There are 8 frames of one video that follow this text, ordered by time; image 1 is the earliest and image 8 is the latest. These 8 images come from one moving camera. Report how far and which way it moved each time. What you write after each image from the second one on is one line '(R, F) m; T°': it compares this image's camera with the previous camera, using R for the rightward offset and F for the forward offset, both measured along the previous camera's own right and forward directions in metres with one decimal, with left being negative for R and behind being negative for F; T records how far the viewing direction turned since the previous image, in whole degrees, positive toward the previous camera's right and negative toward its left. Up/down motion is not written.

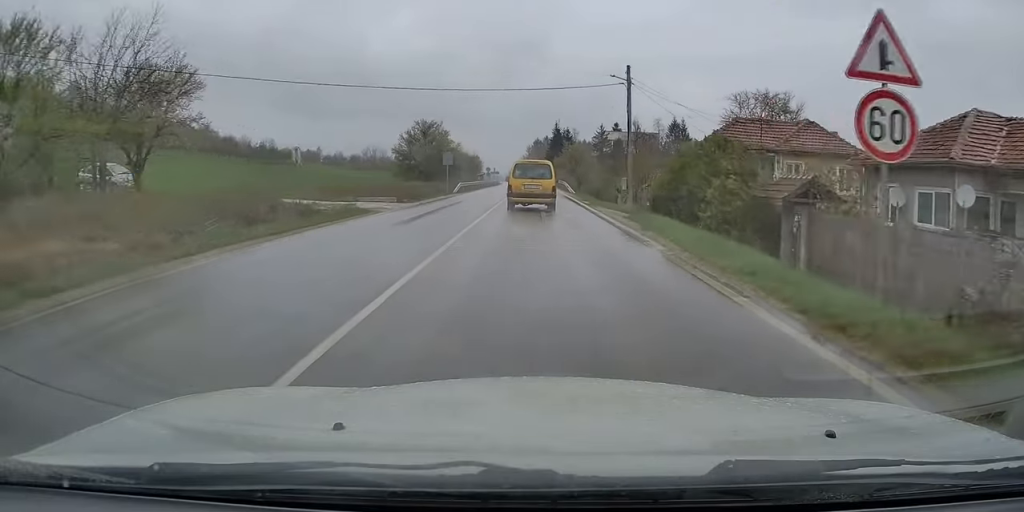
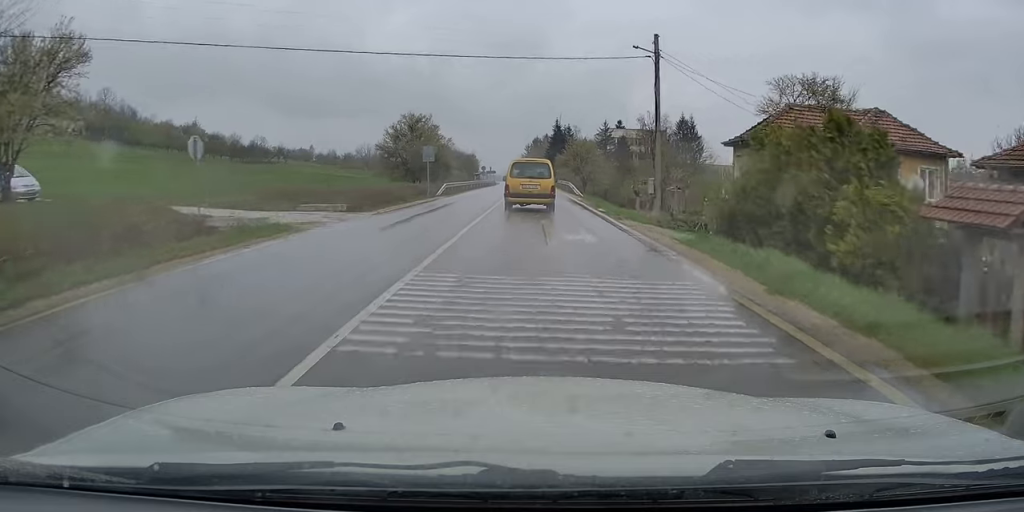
(+0.2, +8.5) m; 0°
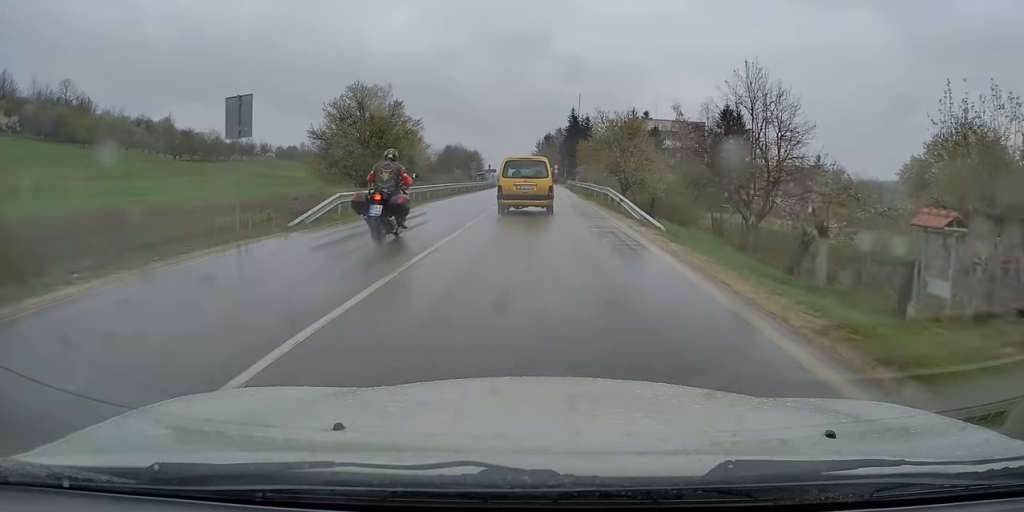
(-0.7, +25.1) m; -2°
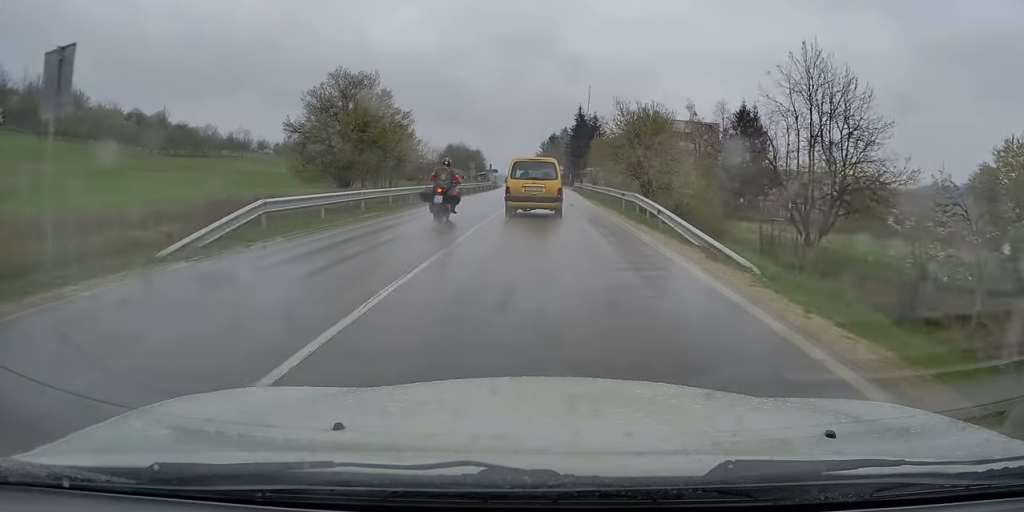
(-0.1, +6.2) m; 0°
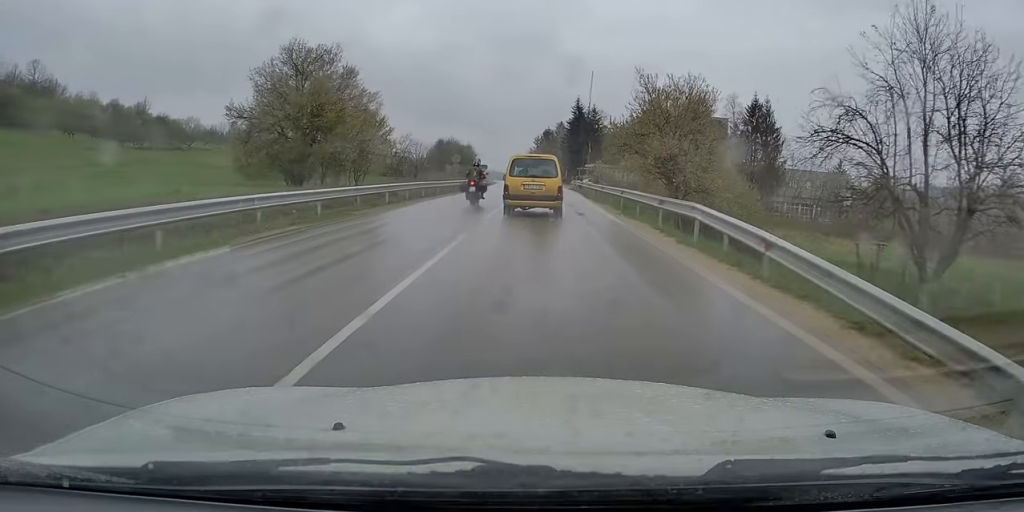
(+0.1, +8.2) m; 0°
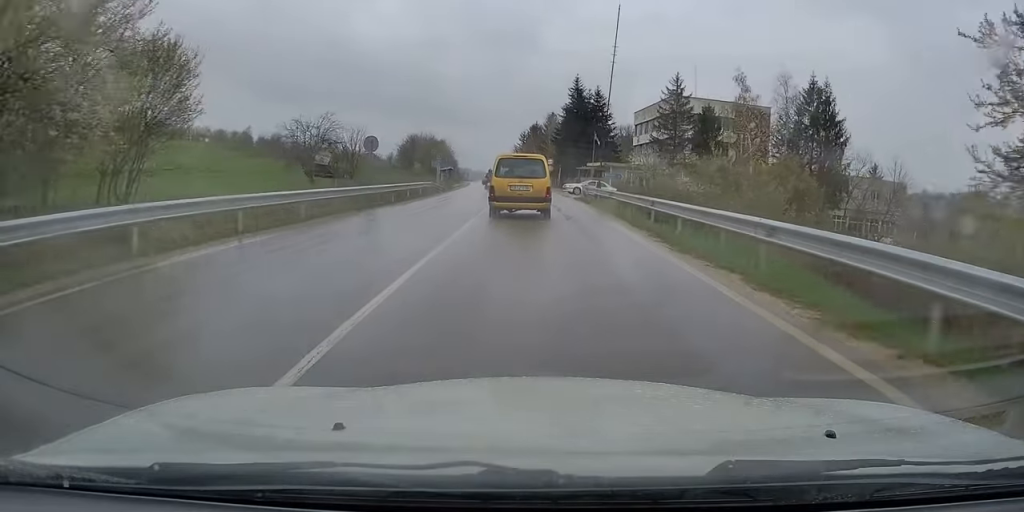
(+0.1, +24.6) m; +1°
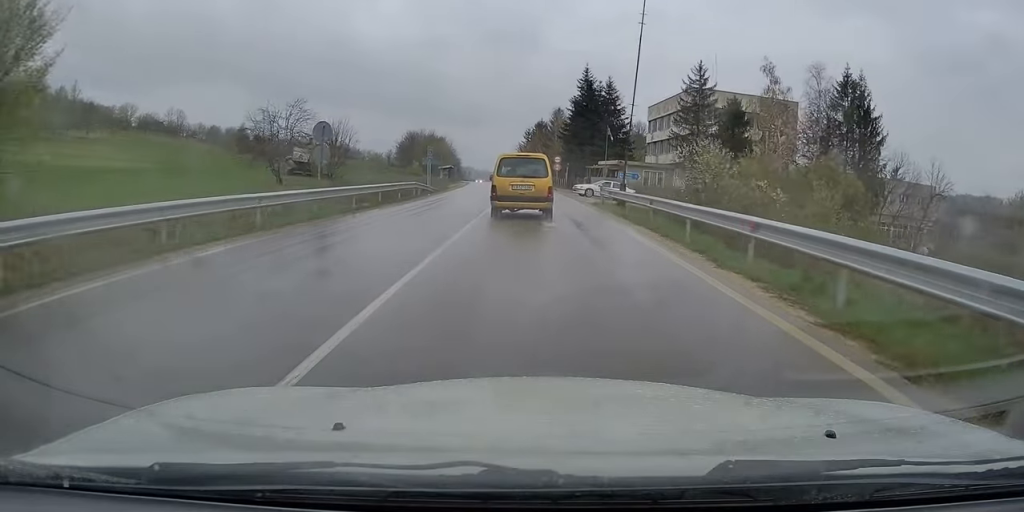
(+0.2, +7.2) m; 0°
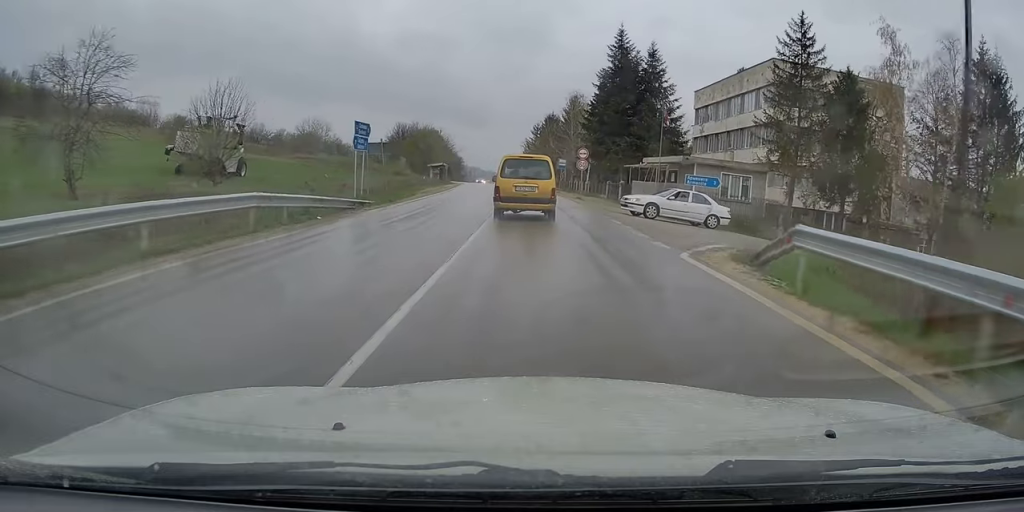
(-0.2, +21.1) m; -2°
